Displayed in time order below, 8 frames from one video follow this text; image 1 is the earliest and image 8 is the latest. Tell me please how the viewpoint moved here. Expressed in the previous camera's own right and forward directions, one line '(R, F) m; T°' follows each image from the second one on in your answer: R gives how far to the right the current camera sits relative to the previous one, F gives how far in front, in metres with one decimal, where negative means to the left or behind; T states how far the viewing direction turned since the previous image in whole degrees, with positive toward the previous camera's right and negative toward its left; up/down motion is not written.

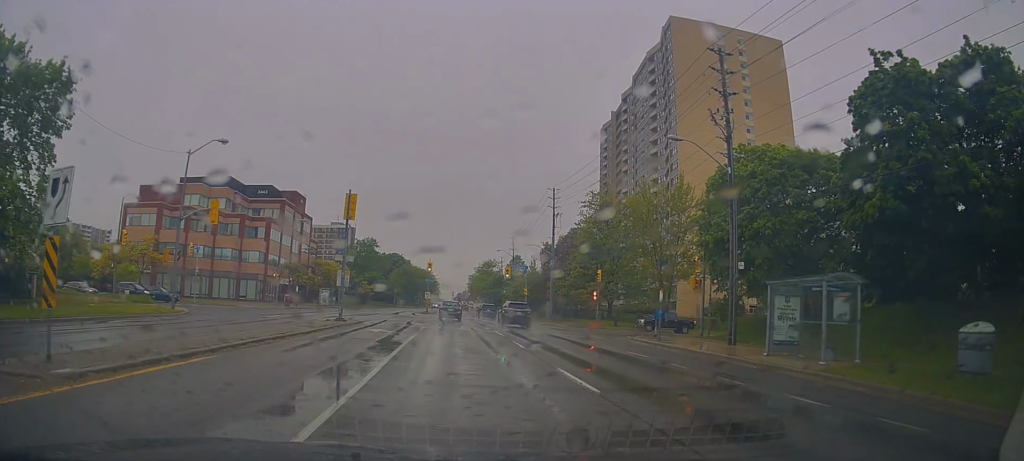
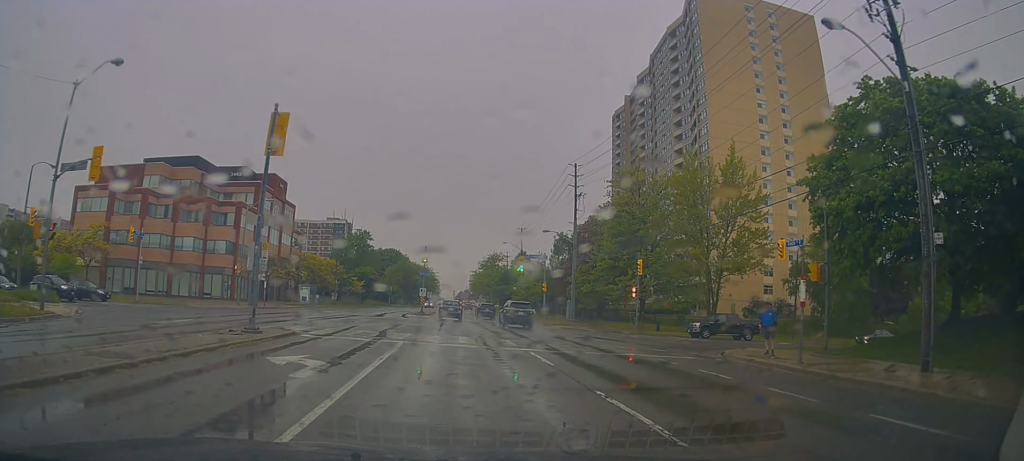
(+0.1, +12.4) m; -1°
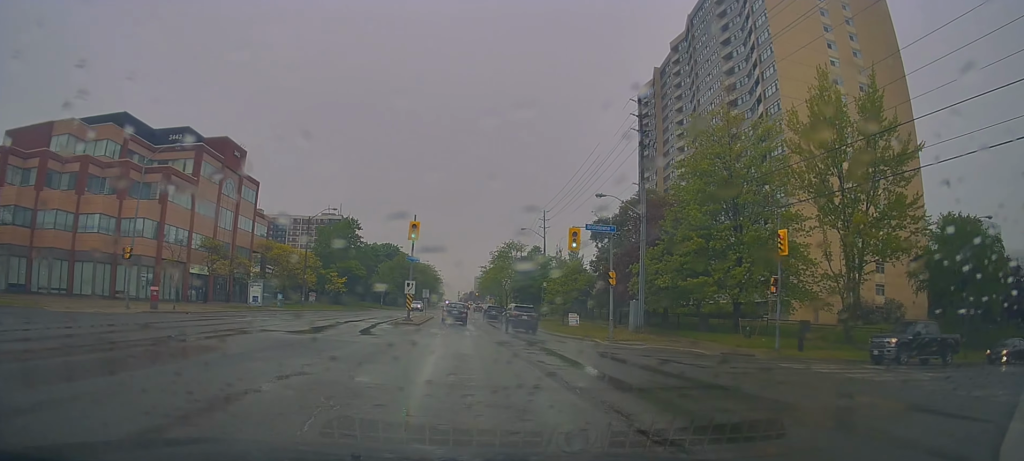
(-0.3, +19.6) m; 0°
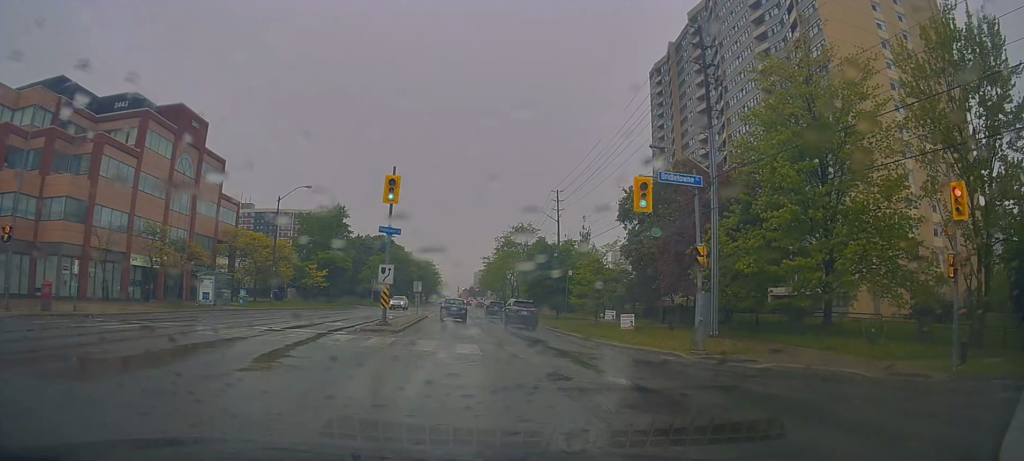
(0.0, +10.9) m; -1°
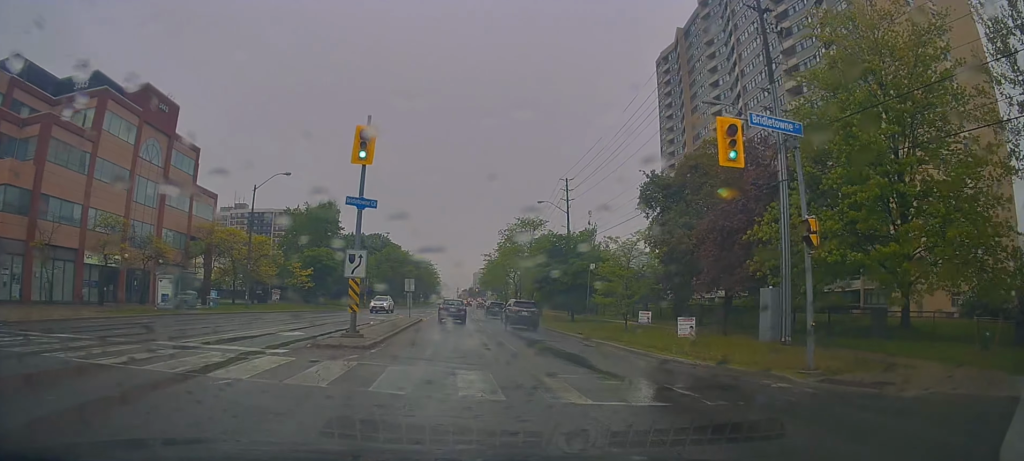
(-0.1, +6.4) m; -1°
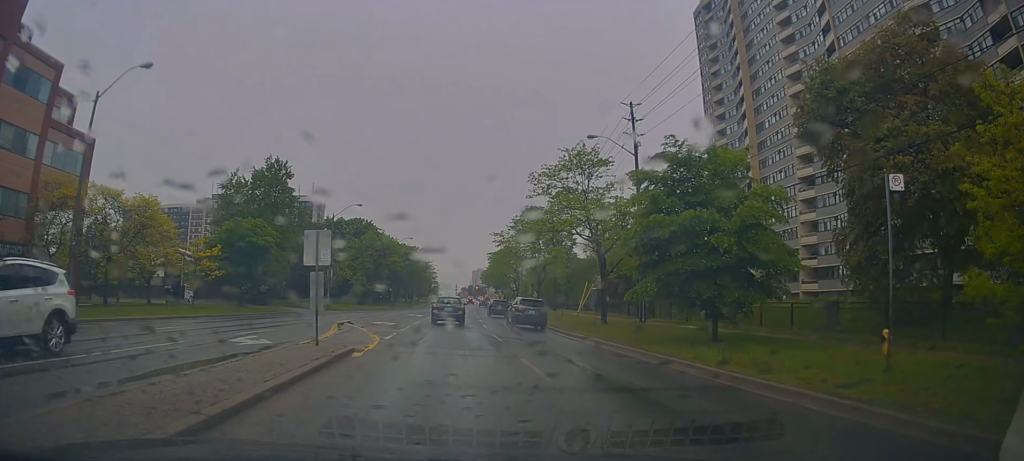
(-0.3, +24.3) m; -1°
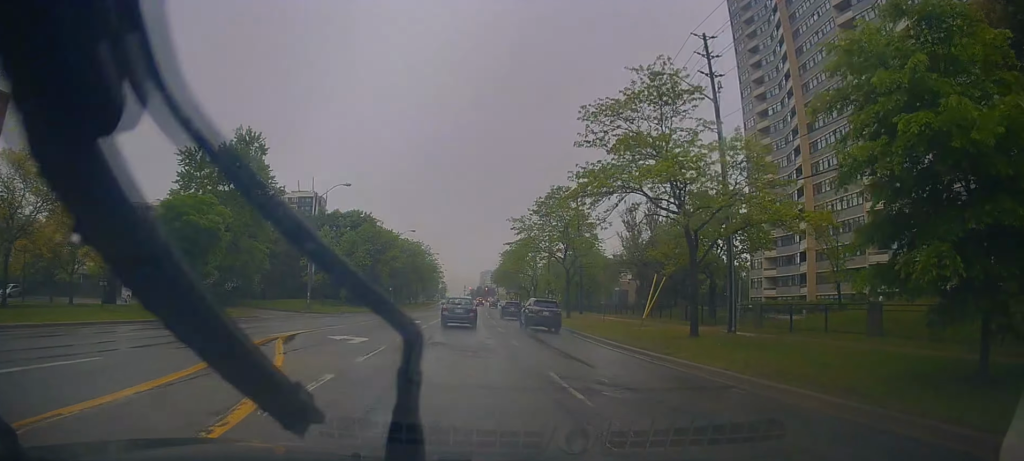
(0.0, +11.5) m; 0°
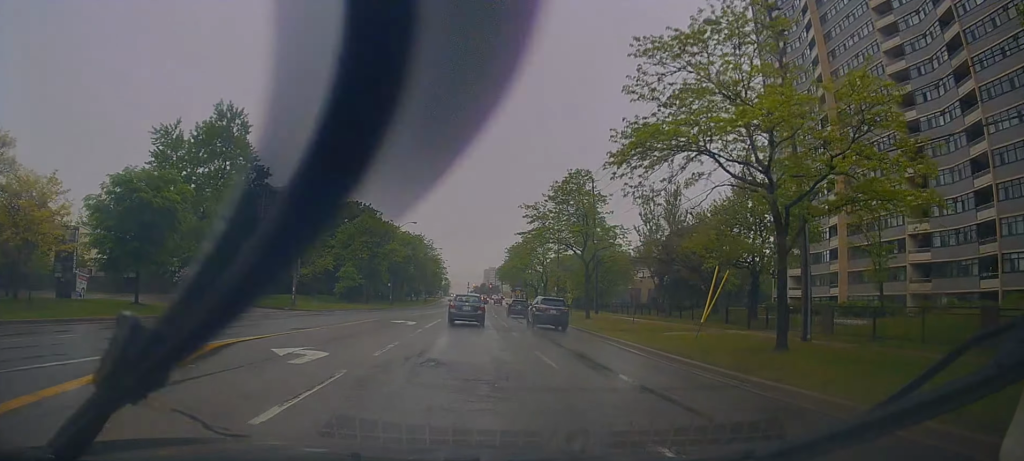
(0.0, +6.0) m; 0°
